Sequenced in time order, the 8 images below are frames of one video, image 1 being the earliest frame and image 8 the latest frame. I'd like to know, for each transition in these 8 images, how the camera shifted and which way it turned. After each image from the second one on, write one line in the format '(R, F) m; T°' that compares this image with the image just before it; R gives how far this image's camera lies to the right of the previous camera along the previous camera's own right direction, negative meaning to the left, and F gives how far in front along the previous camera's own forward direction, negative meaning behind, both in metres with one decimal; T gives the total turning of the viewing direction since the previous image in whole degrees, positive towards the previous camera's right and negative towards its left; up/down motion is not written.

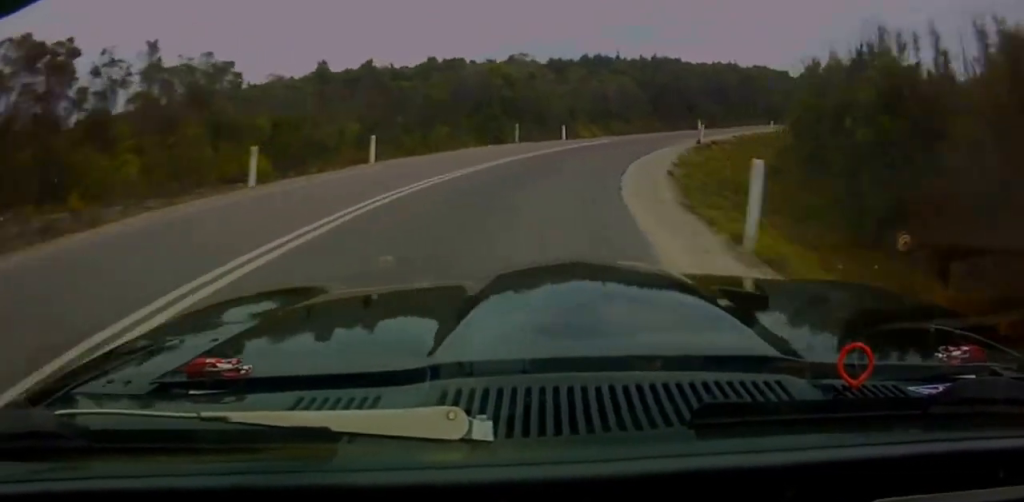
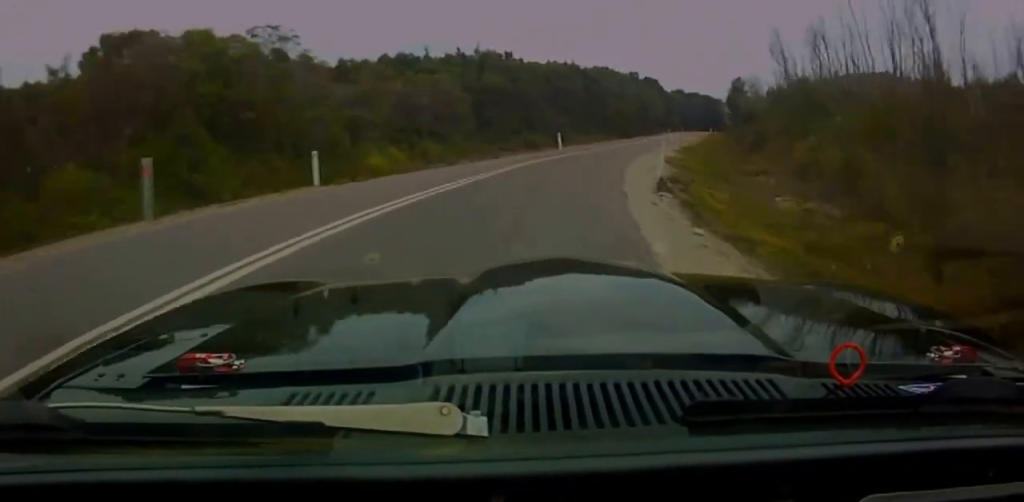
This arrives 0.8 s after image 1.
(0.0, +23.5) m; 0°
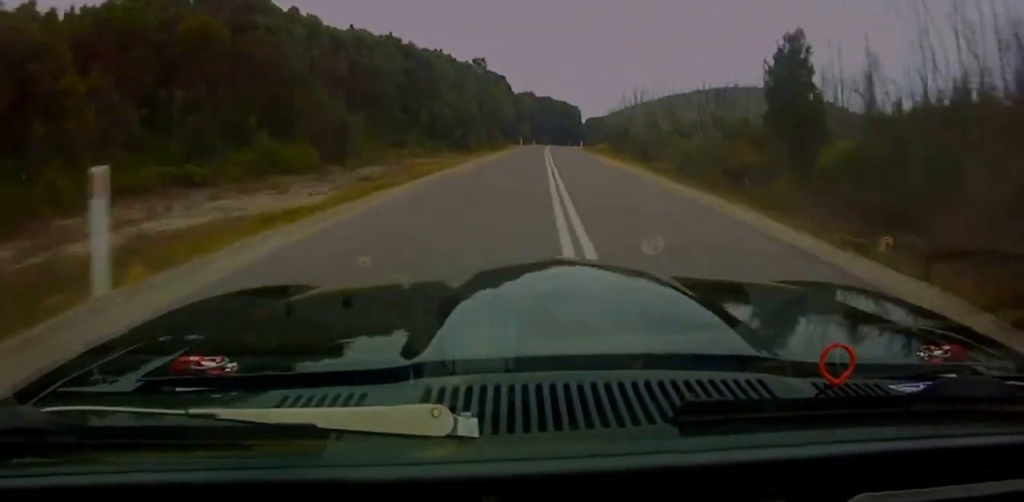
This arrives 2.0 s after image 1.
(0.0, +41.4) m; 0°
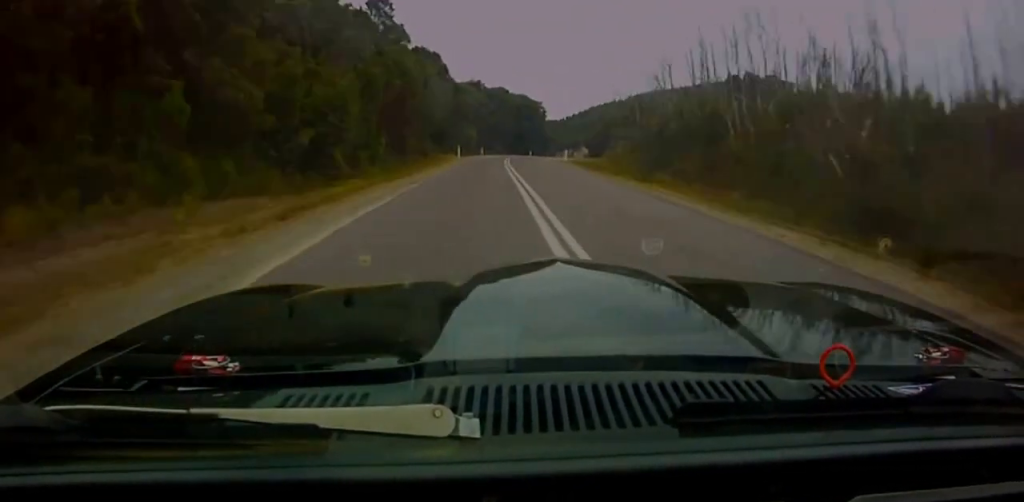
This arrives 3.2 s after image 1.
(0.0, +41.6) m; 0°
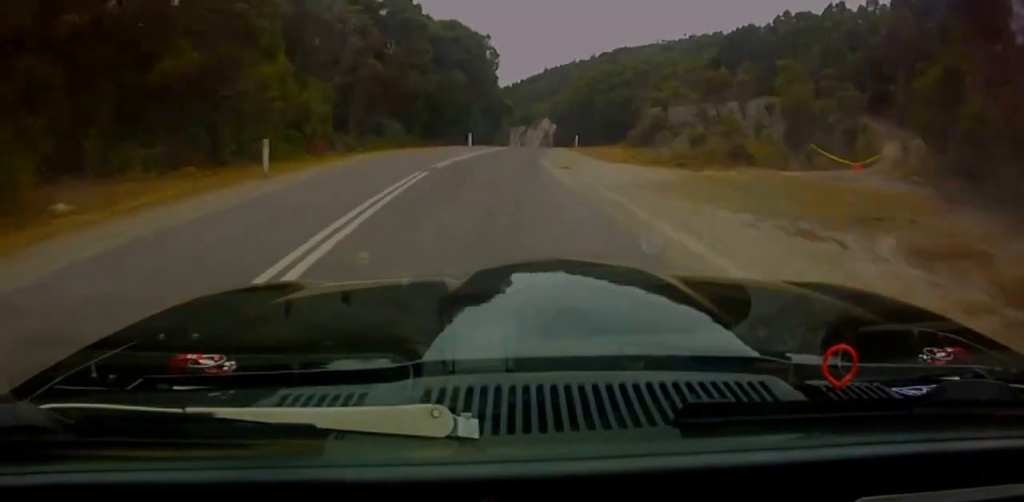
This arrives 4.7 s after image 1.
(+3.9, +51.9) m; +16°
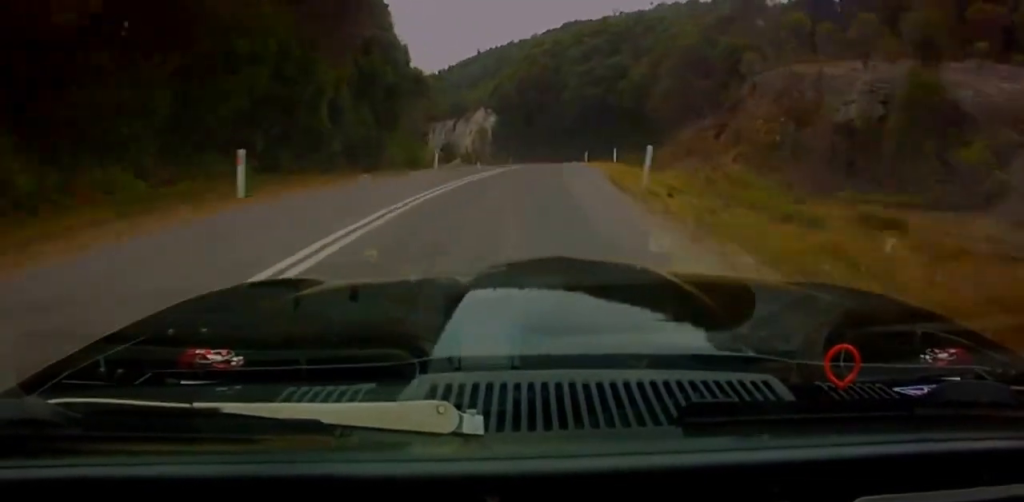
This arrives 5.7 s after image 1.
(+5.3, +31.2) m; +8°
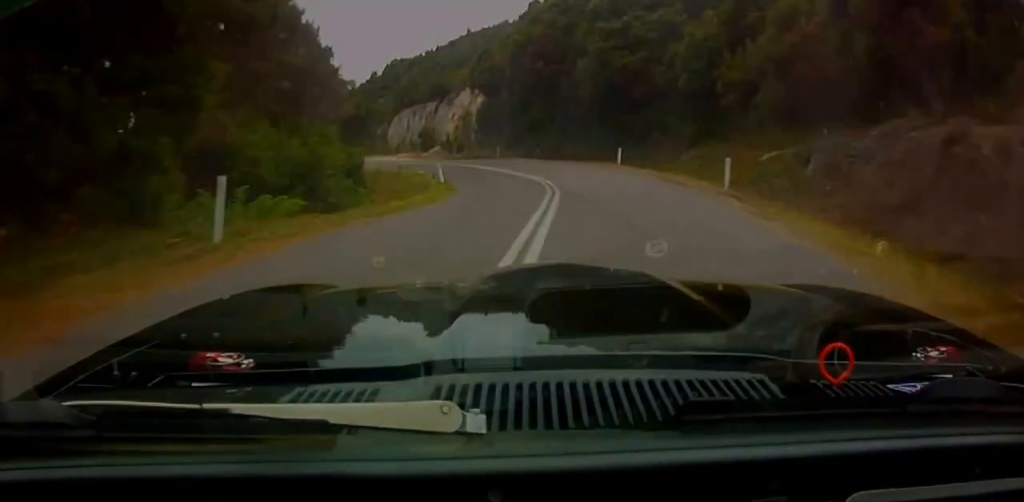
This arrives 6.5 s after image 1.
(+0.5, +20.7) m; -4°
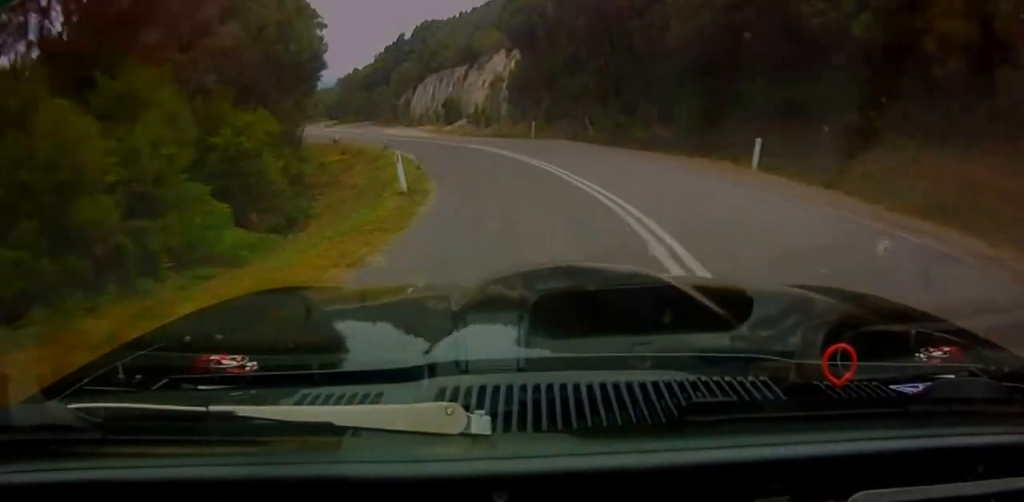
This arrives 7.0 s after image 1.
(-1.3, +14.3) m; -6°
